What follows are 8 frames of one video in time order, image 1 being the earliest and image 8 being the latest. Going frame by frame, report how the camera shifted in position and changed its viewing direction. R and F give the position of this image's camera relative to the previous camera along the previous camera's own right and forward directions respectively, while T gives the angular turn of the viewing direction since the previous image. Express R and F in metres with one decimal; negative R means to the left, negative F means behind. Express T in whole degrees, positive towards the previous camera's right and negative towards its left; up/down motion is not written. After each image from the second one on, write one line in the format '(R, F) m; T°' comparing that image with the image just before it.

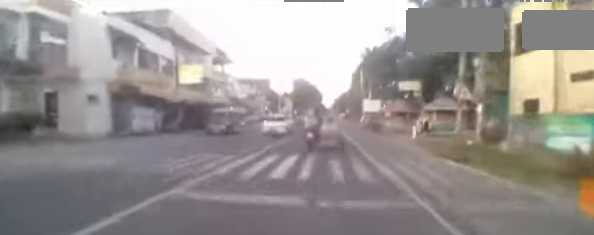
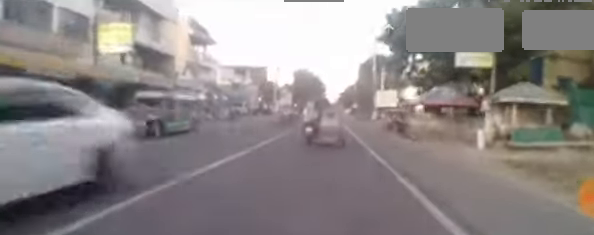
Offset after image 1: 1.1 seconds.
(+0.1, +10.5) m; -3°
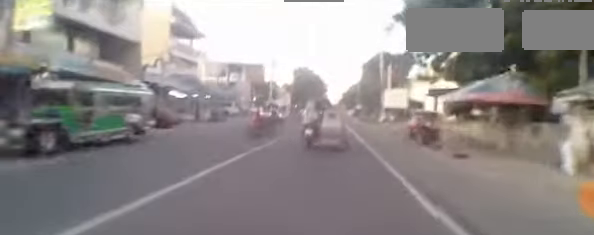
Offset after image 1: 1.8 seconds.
(-0.4, +6.1) m; -2°
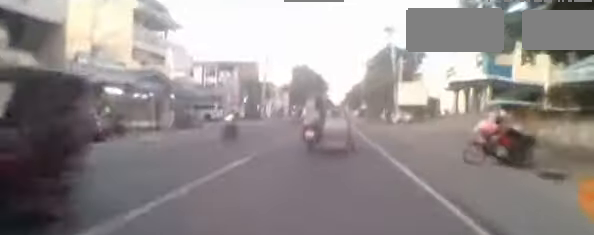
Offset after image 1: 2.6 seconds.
(0.0, +7.0) m; -1°
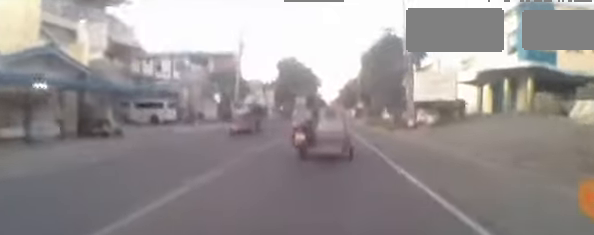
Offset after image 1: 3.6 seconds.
(-0.1, +10.4) m; 0°
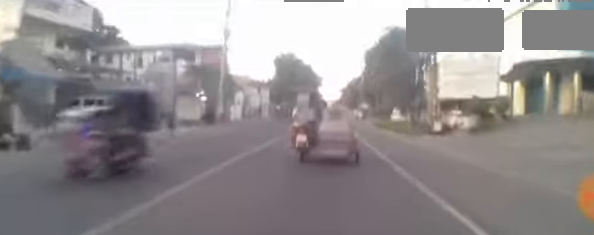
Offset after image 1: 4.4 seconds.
(0.0, +7.0) m; +1°
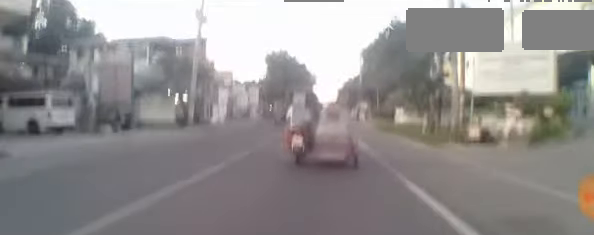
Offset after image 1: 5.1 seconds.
(+0.4, +6.7) m; +1°
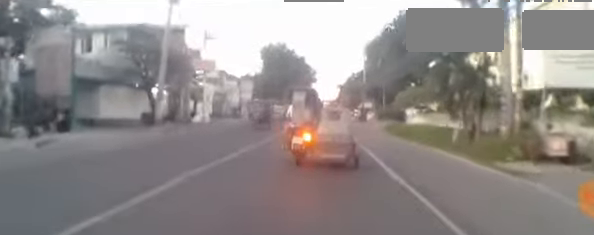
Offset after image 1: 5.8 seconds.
(-0.3, +5.8) m; -1°
